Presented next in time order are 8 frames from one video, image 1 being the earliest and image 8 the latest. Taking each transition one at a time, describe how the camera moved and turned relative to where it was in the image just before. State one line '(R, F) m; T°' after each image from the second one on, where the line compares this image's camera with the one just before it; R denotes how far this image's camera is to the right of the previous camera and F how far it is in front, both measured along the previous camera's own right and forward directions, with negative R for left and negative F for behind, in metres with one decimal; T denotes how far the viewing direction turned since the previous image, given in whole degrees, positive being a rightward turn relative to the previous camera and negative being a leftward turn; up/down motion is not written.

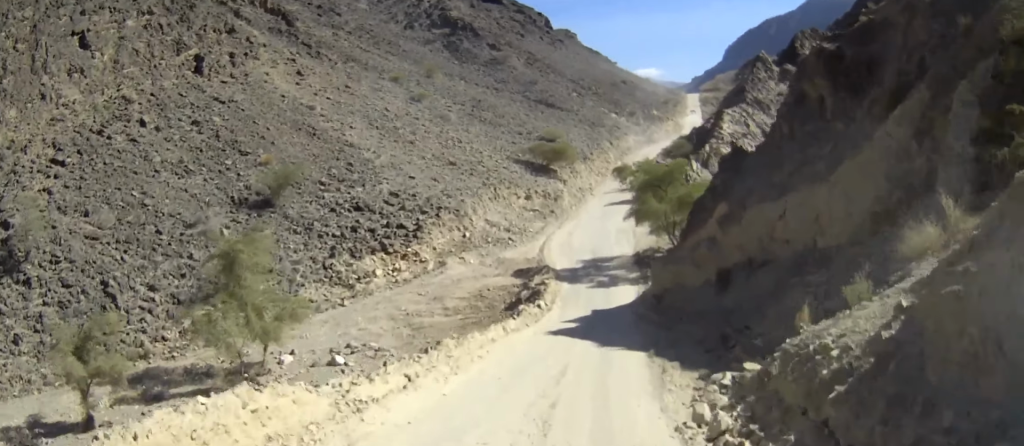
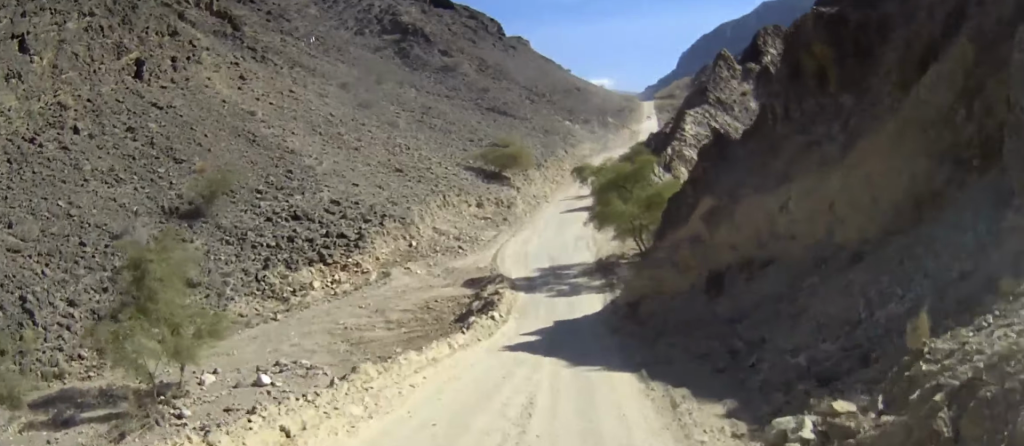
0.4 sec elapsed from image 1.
(+0.2, +4.3) m; +2°
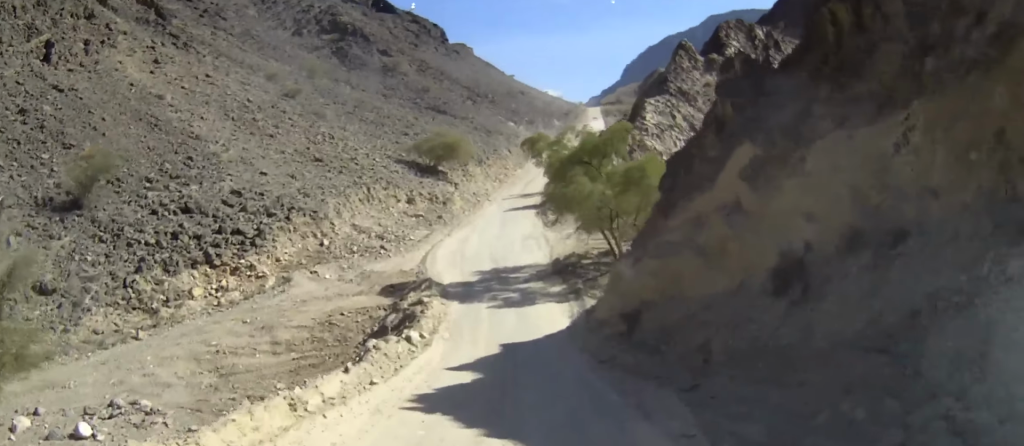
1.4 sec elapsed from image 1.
(+0.4, +9.7) m; +4°
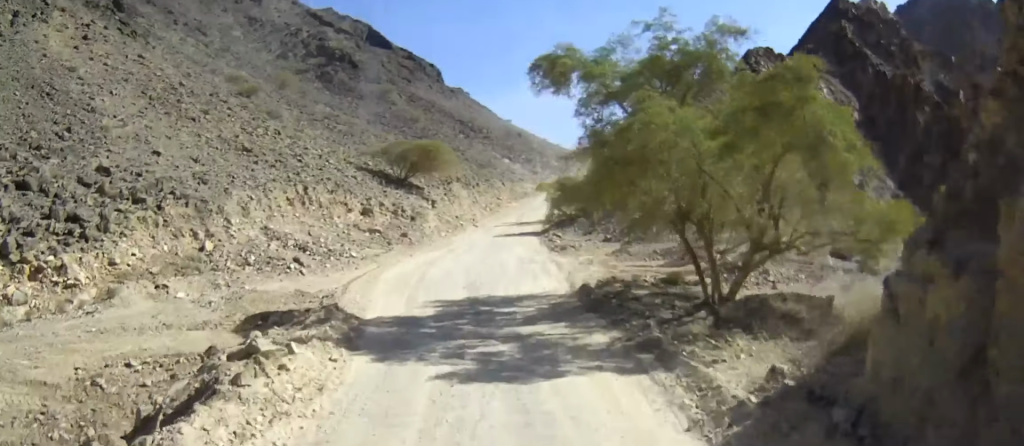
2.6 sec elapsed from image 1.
(+0.5, +15.9) m; +2°
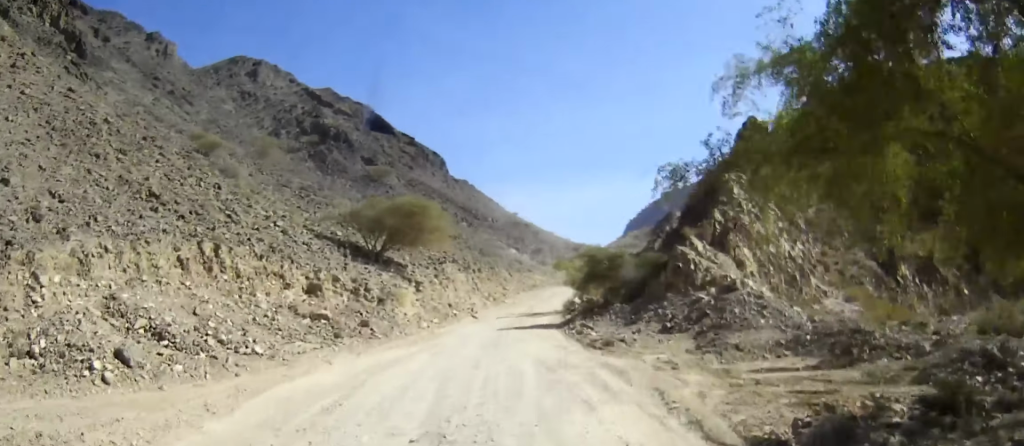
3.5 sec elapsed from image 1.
(+0.1, +13.1) m; +1°
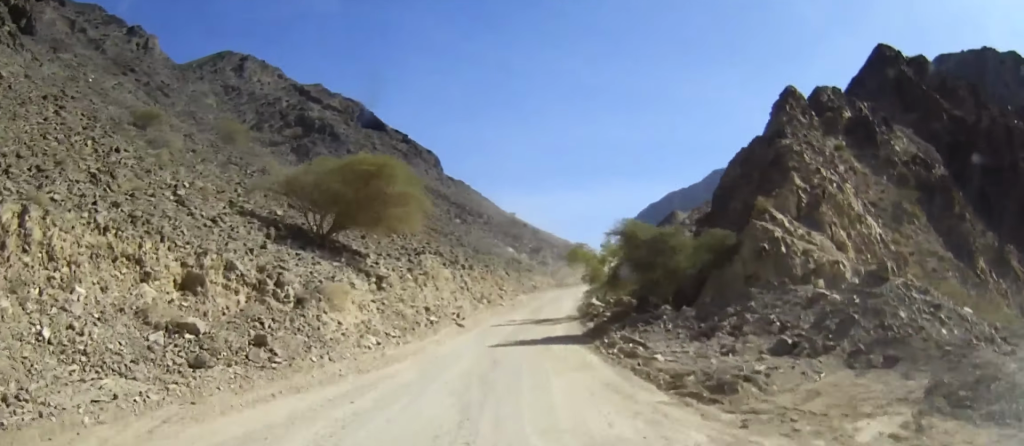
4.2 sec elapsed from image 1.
(+0.1, +12.0) m; +1°
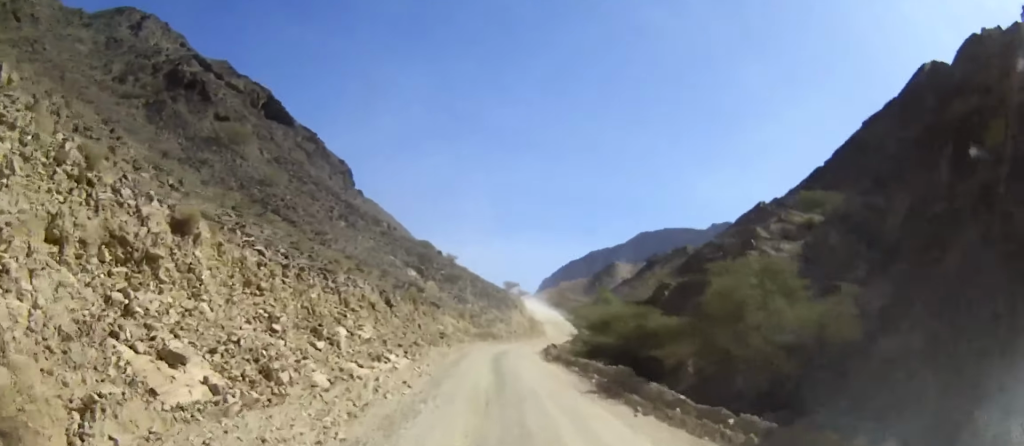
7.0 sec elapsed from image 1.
(+1.8, +45.8) m; +5°
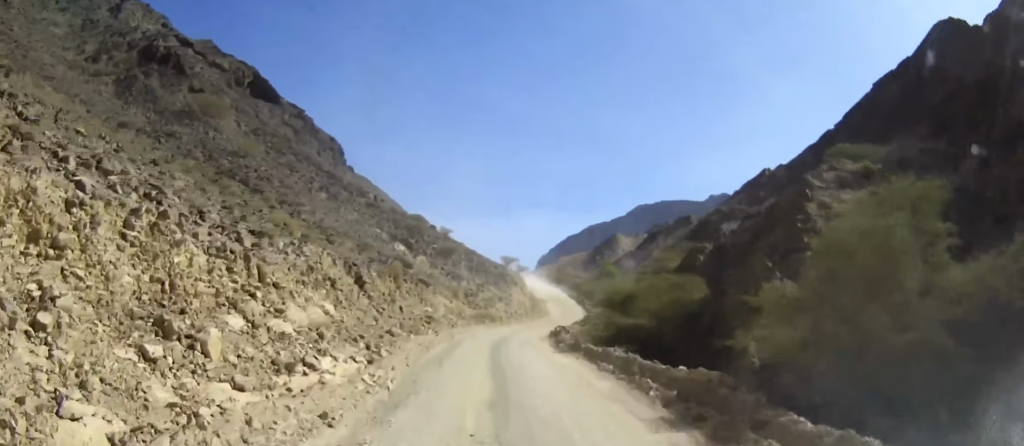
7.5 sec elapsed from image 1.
(+0.1, +8.1) m; +1°
